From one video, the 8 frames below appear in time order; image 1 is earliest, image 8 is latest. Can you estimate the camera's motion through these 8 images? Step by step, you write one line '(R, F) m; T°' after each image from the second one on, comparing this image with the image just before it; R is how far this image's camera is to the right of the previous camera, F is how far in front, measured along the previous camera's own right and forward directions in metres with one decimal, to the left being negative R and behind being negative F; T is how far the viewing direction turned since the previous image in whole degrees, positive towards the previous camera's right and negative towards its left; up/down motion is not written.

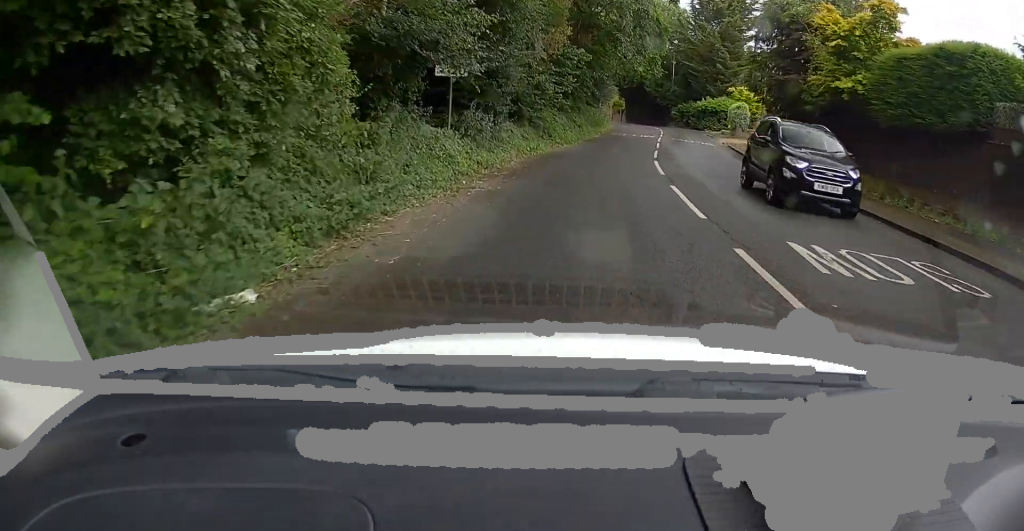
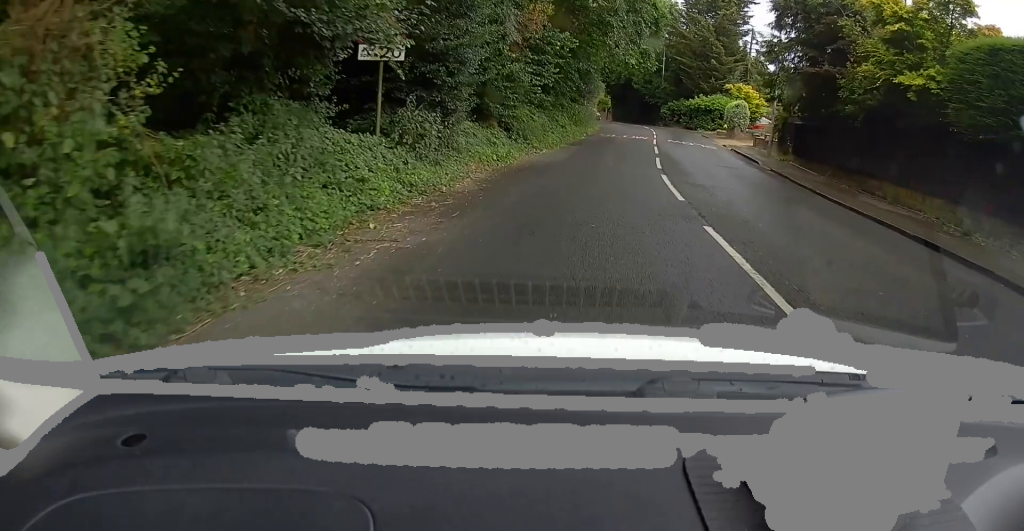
(+0.1, +4.8) m; 0°
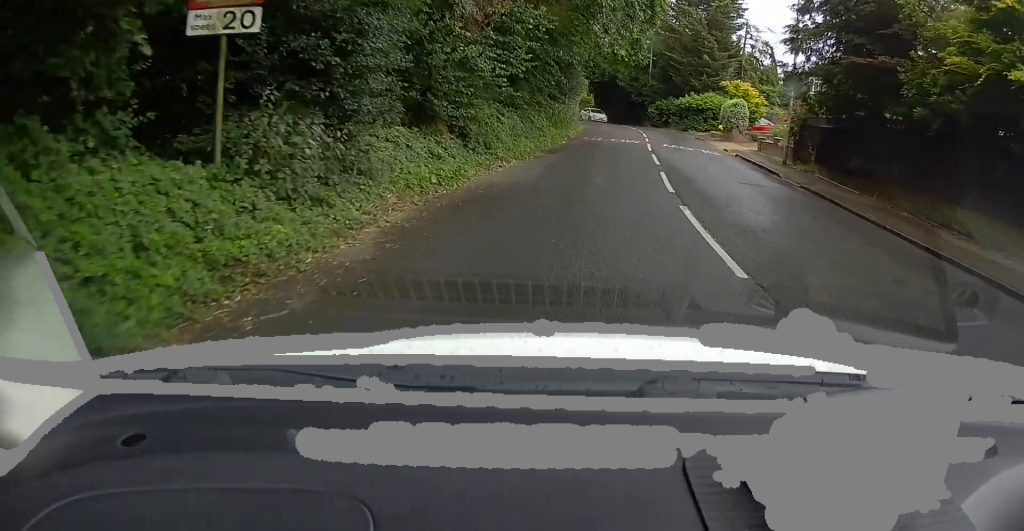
(0.0, +4.9) m; 0°
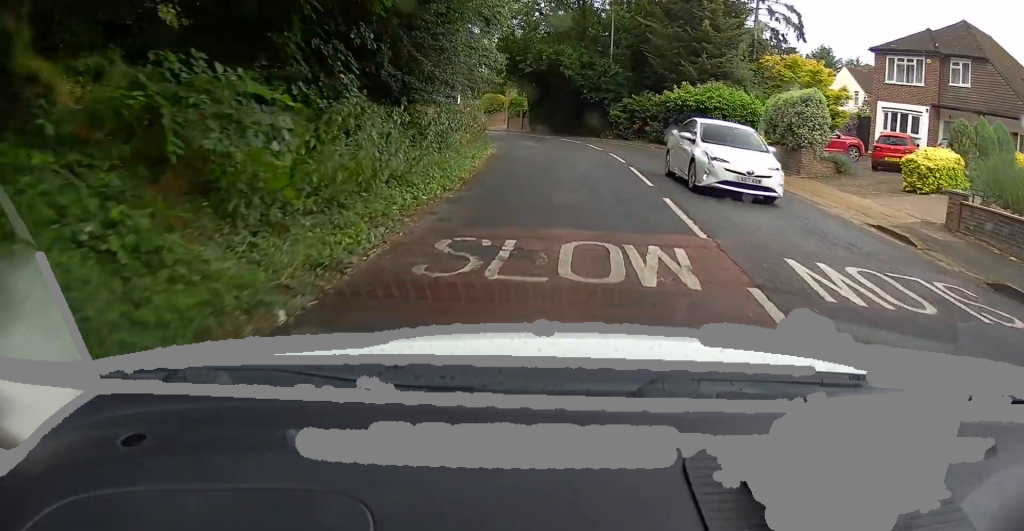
(+0.1, +22.9) m; +2°
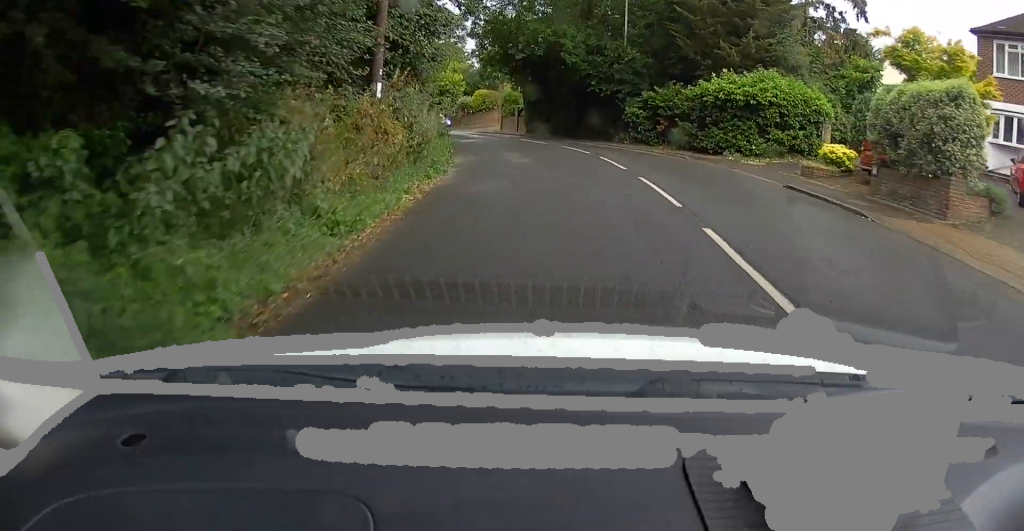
(+0.3, +9.1) m; +1°
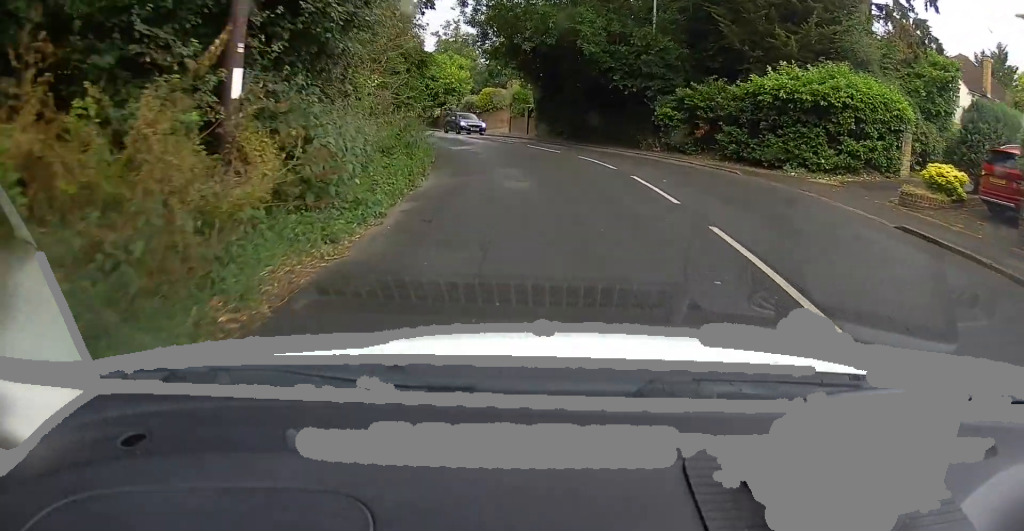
(+0.1, +5.4) m; 0°
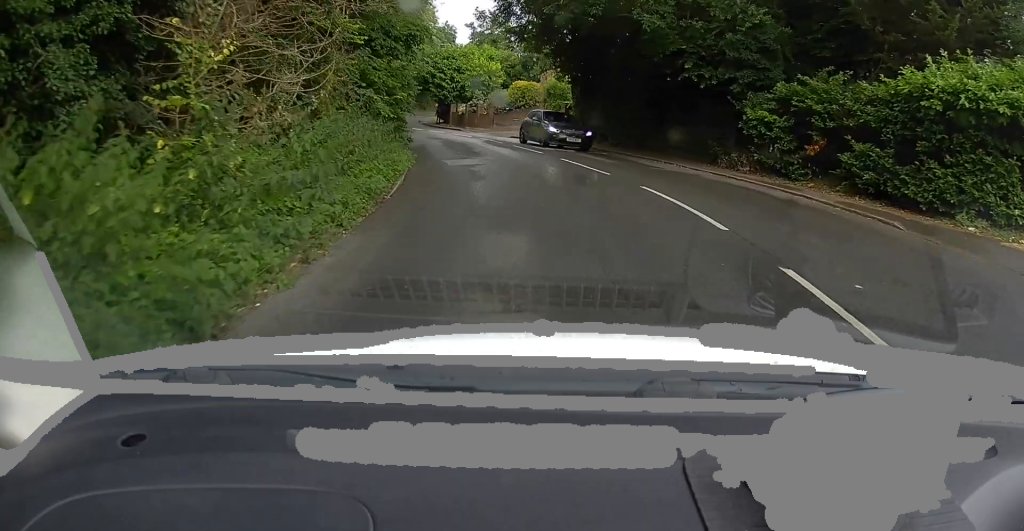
(-0.3, +7.9) m; -1°
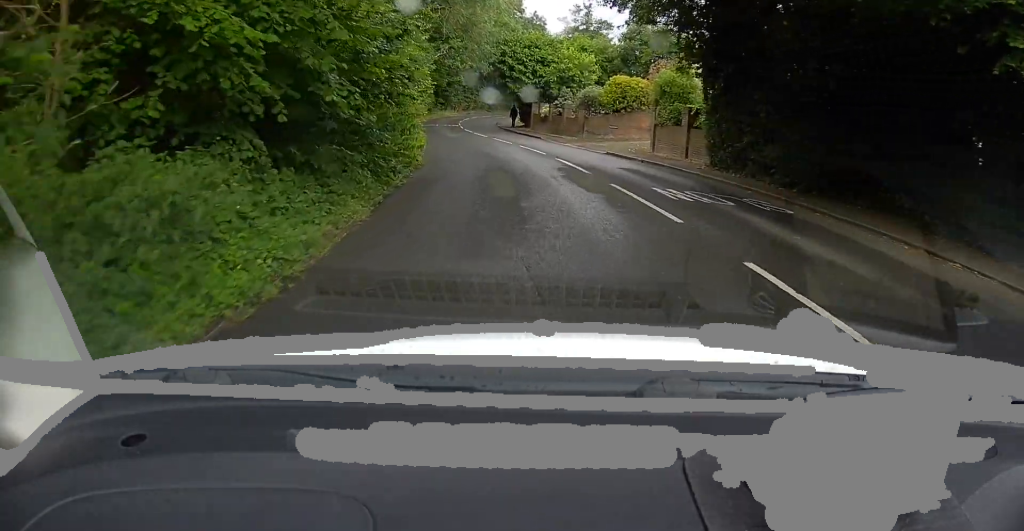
(+0.1, +11.3) m; -3°
